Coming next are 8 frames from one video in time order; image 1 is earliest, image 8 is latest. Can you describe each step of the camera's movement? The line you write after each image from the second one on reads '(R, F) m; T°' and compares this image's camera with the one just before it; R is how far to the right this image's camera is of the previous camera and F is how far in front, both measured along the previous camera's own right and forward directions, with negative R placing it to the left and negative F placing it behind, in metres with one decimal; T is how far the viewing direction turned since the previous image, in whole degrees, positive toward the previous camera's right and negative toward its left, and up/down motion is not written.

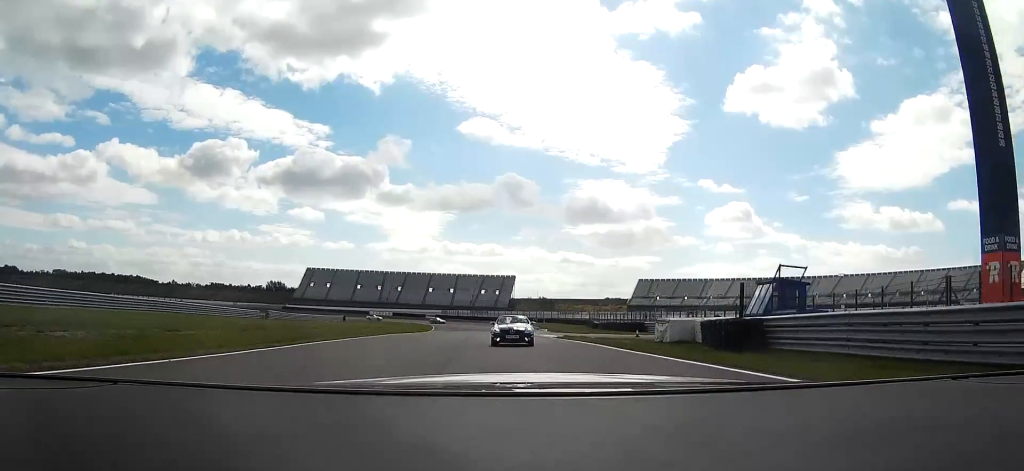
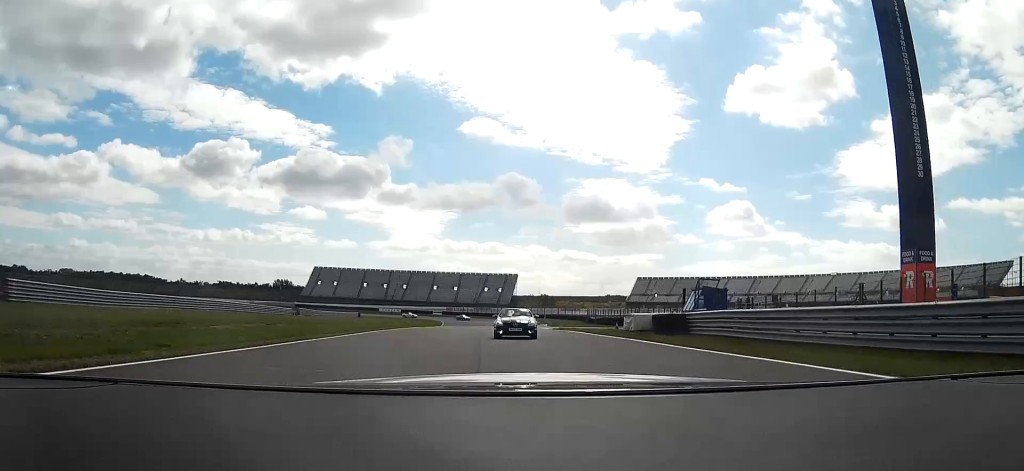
(0.0, +10.9) m; 0°
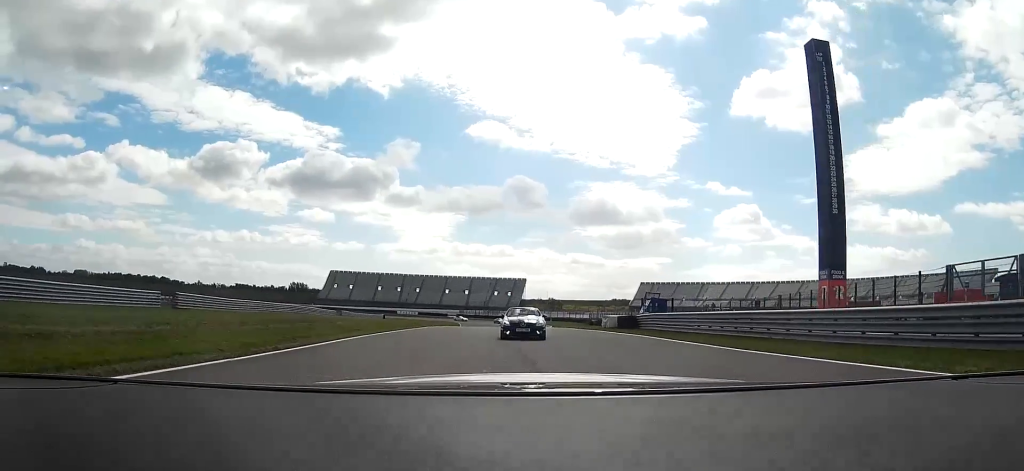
(-0.1, +17.0) m; -1°
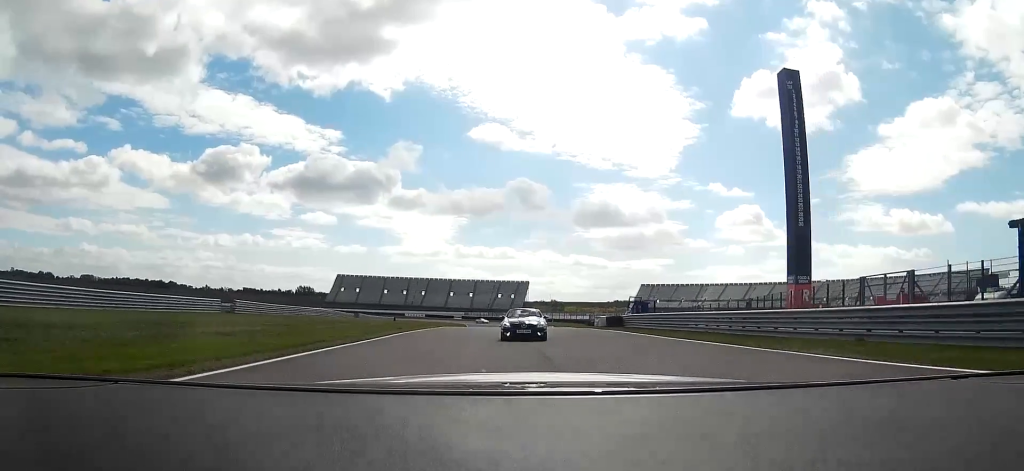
(-0.1, +8.7) m; 0°
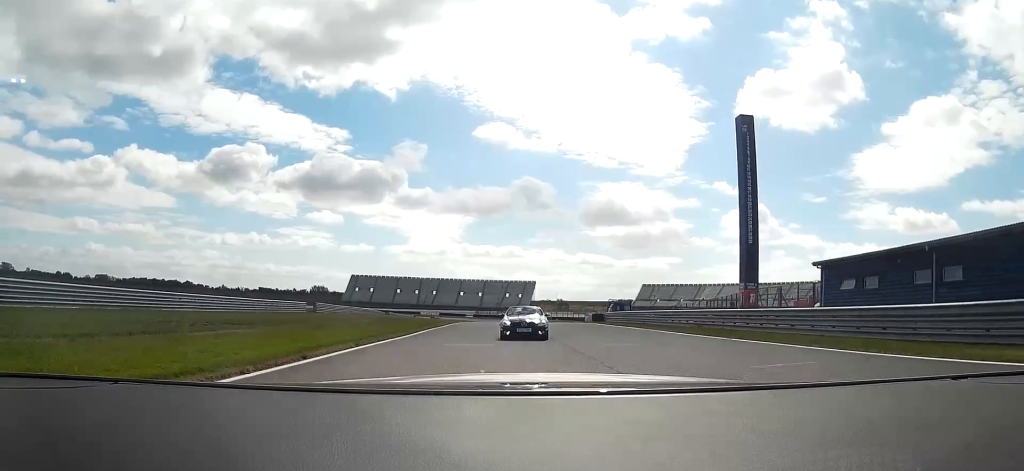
(-0.1, +18.7) m; -1°
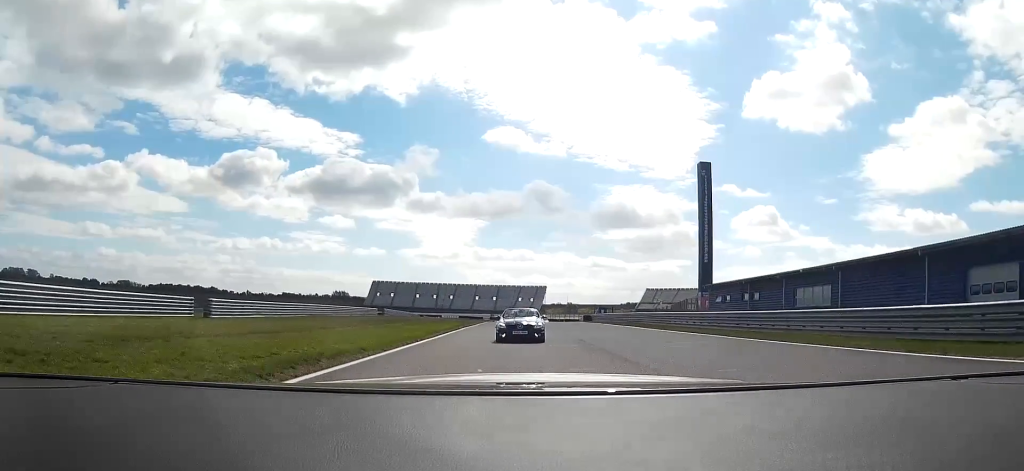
(-0.3, +27.3) m; -1°
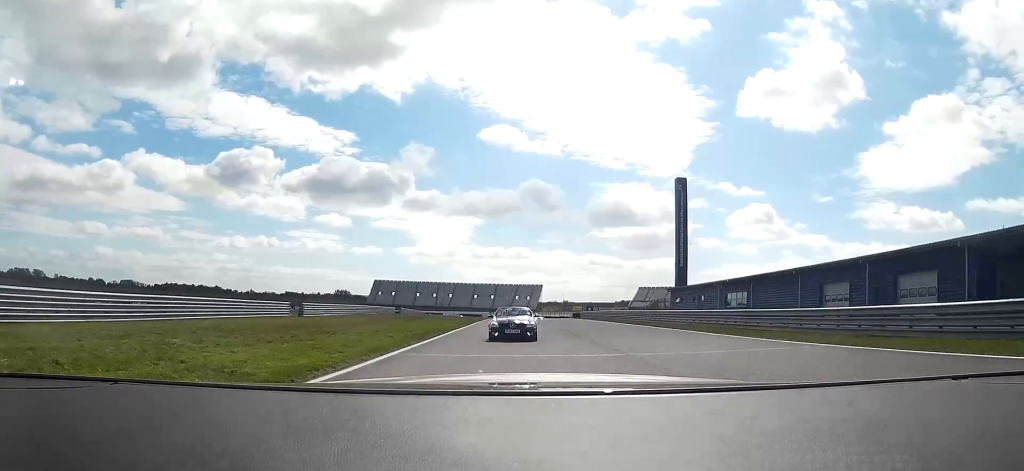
(-0.1, +15.2) m; 0°
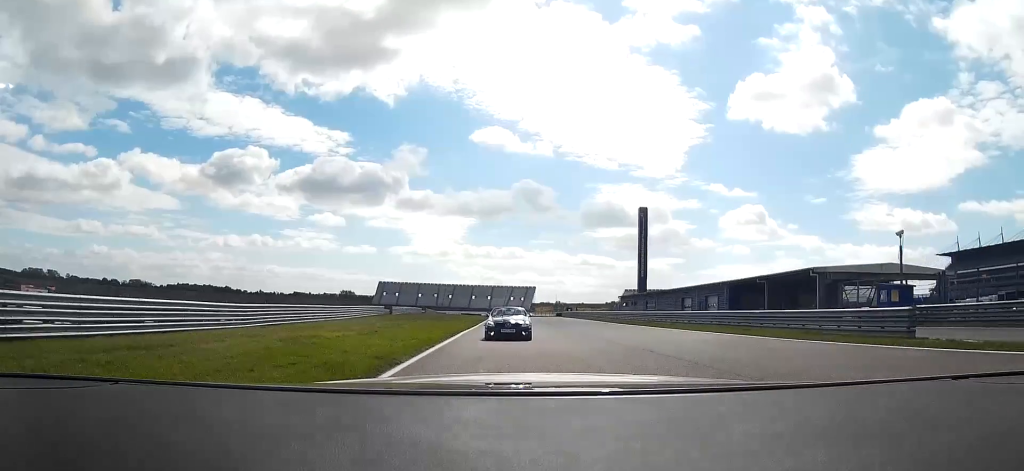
(+0.3, +36.0) m; +1°
